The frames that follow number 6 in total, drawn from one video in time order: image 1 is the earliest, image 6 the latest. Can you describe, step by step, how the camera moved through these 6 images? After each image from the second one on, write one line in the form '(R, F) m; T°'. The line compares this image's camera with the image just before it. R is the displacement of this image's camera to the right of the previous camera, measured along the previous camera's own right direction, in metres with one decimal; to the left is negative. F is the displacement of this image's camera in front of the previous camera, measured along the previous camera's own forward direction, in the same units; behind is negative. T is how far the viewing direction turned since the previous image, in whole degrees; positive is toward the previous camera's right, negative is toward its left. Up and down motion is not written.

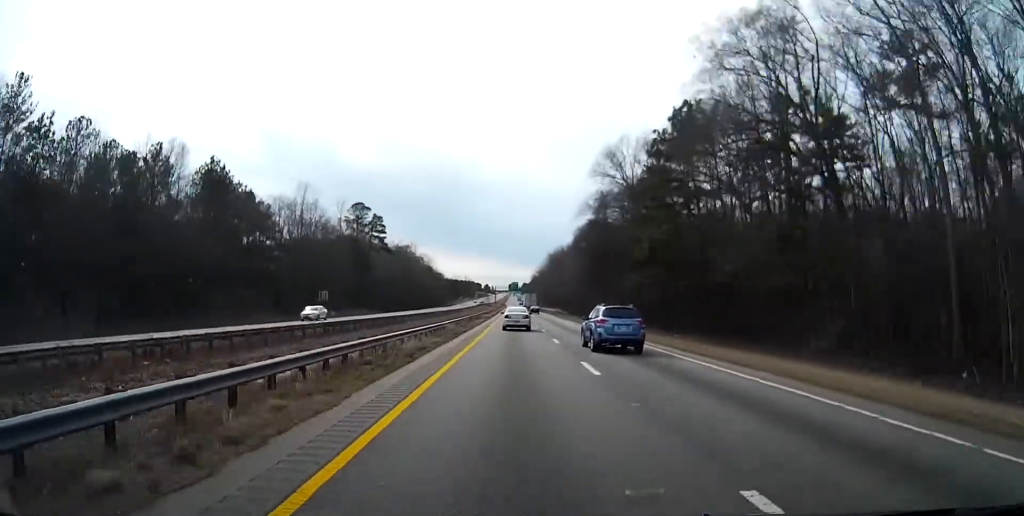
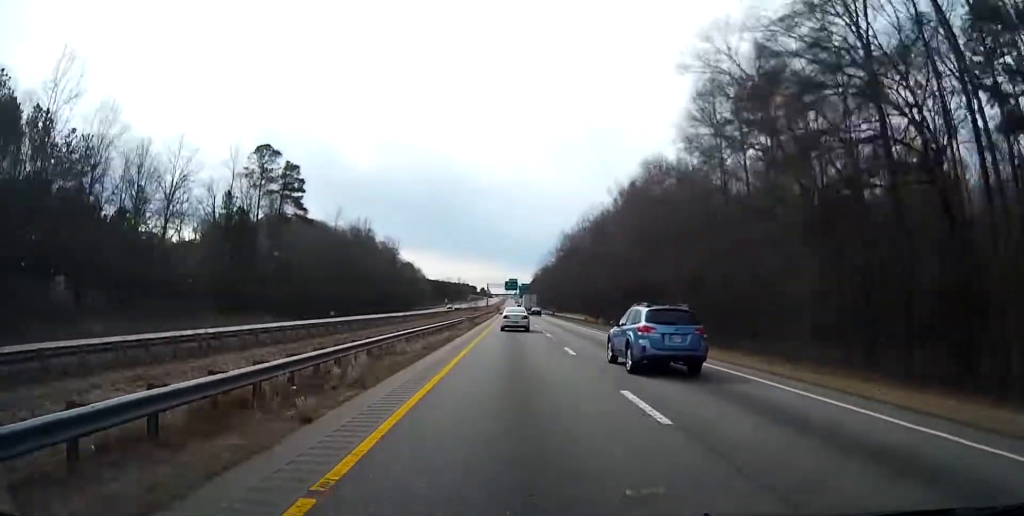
(-0.2, +65.6) m; 0°
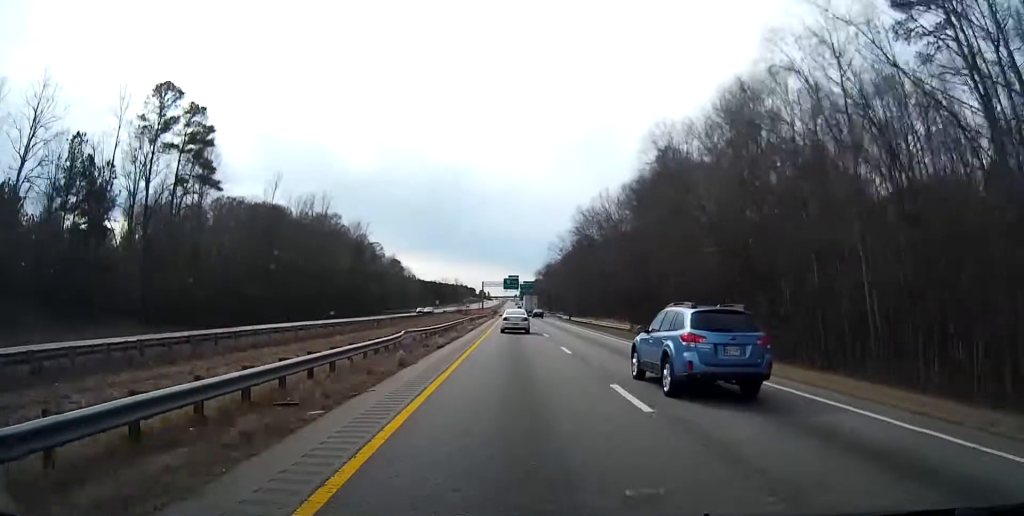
(0.0, +34.8) m; 0°
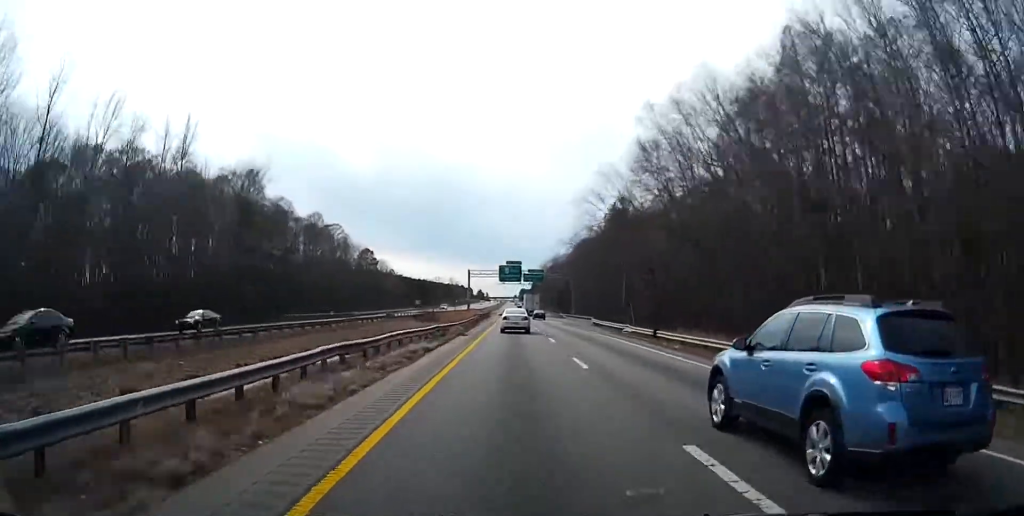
(+0.2, +53.6) m; 0°
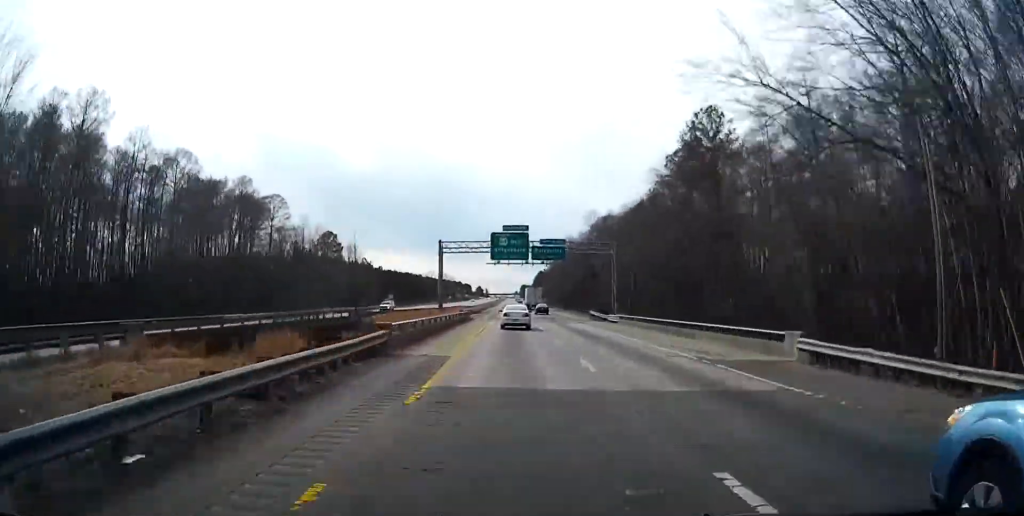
(+0.1, +47.1) m; 0°
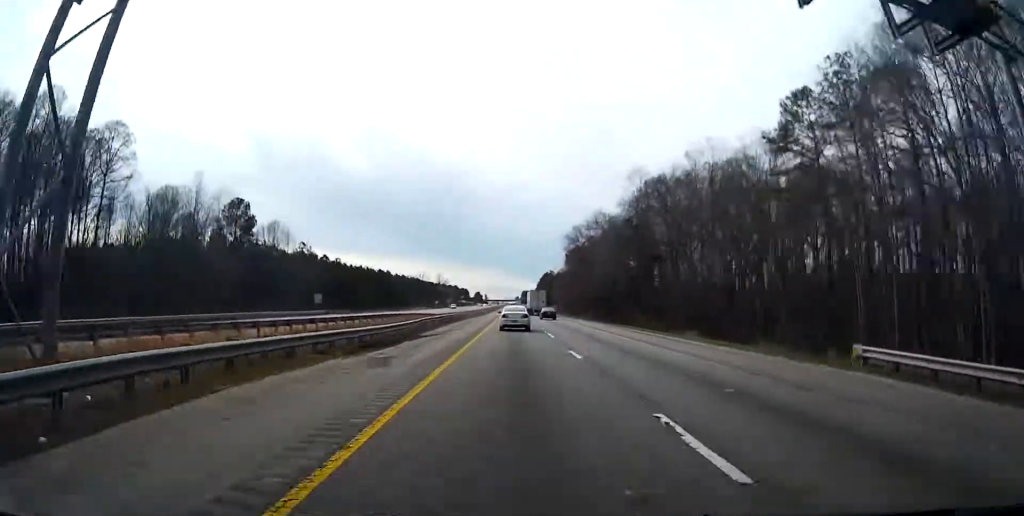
(+0.2, +62.6) m; 0°
